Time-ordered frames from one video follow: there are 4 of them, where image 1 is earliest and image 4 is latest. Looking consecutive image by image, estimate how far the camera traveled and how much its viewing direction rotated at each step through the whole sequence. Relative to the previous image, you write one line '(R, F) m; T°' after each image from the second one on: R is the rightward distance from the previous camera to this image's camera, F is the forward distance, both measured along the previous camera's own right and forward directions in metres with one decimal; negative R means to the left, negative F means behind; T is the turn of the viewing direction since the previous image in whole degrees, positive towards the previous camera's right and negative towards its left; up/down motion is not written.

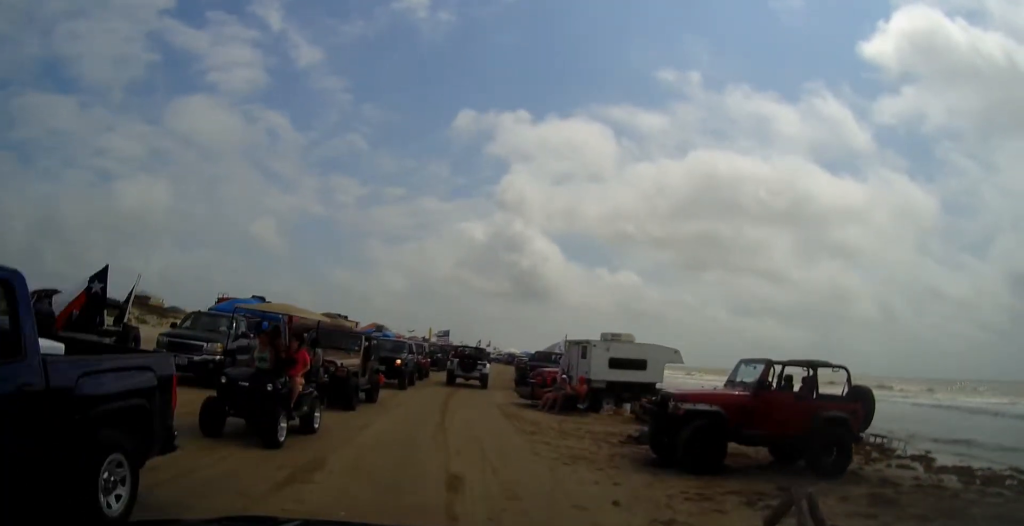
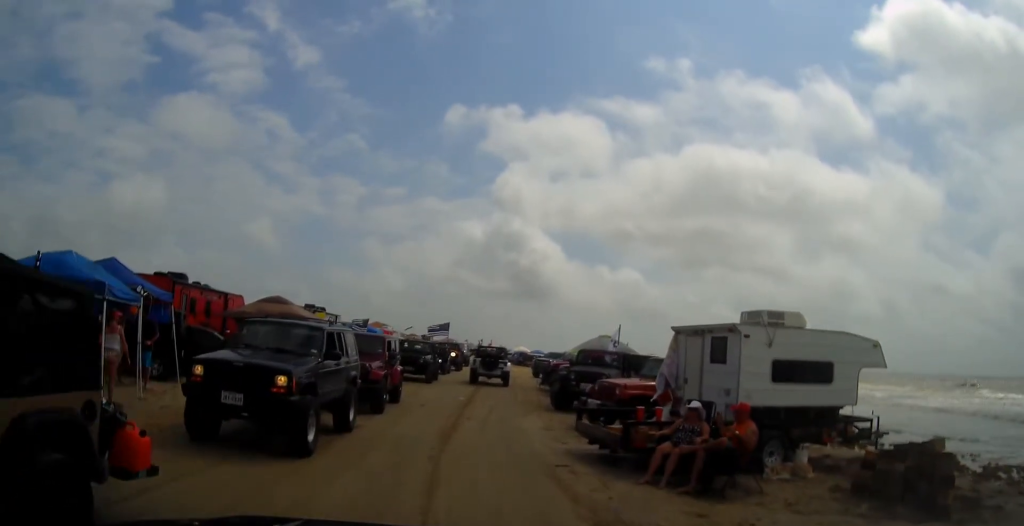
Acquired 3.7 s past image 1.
(-0.1, +11.2) m; -1°
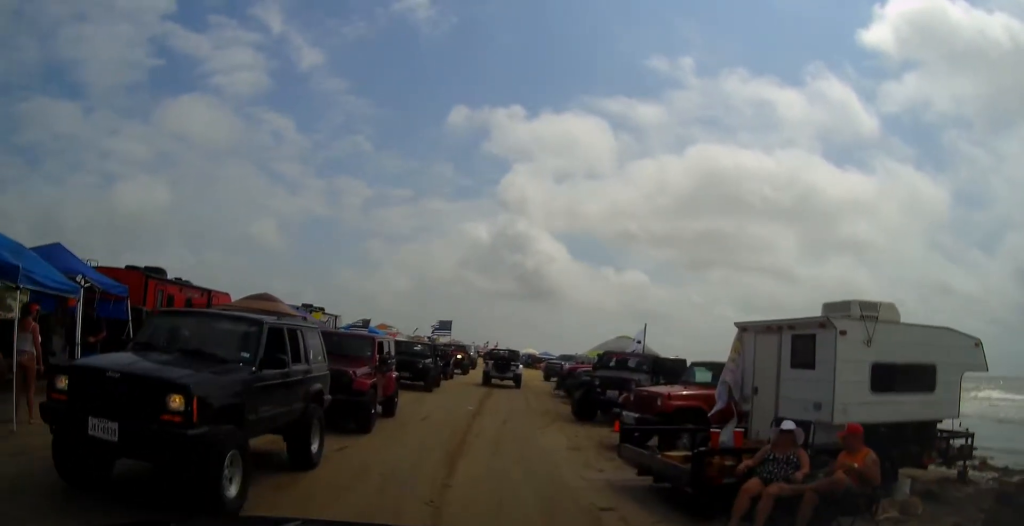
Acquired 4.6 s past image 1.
(-0.1, +2.5) m; +2°
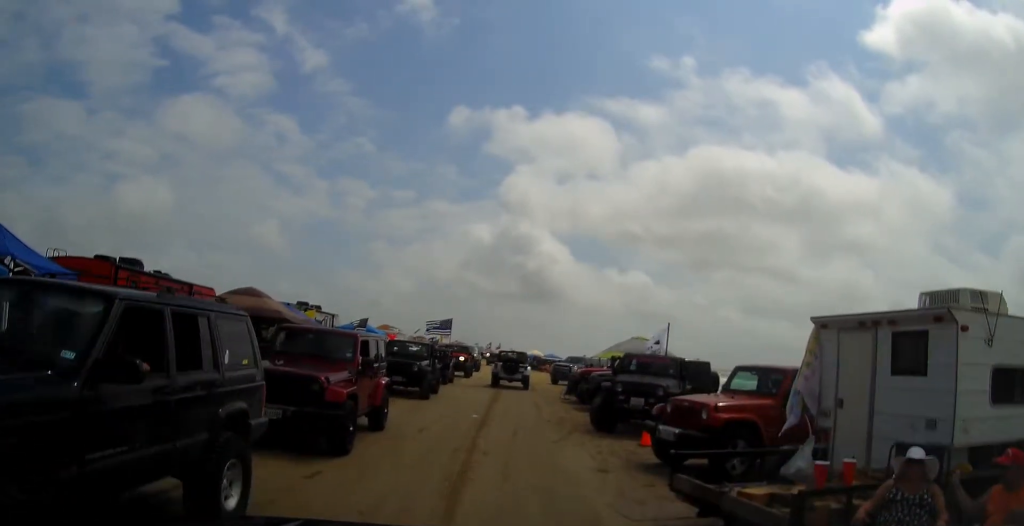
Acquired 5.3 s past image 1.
(+0.2, +2.0) m; 0°
